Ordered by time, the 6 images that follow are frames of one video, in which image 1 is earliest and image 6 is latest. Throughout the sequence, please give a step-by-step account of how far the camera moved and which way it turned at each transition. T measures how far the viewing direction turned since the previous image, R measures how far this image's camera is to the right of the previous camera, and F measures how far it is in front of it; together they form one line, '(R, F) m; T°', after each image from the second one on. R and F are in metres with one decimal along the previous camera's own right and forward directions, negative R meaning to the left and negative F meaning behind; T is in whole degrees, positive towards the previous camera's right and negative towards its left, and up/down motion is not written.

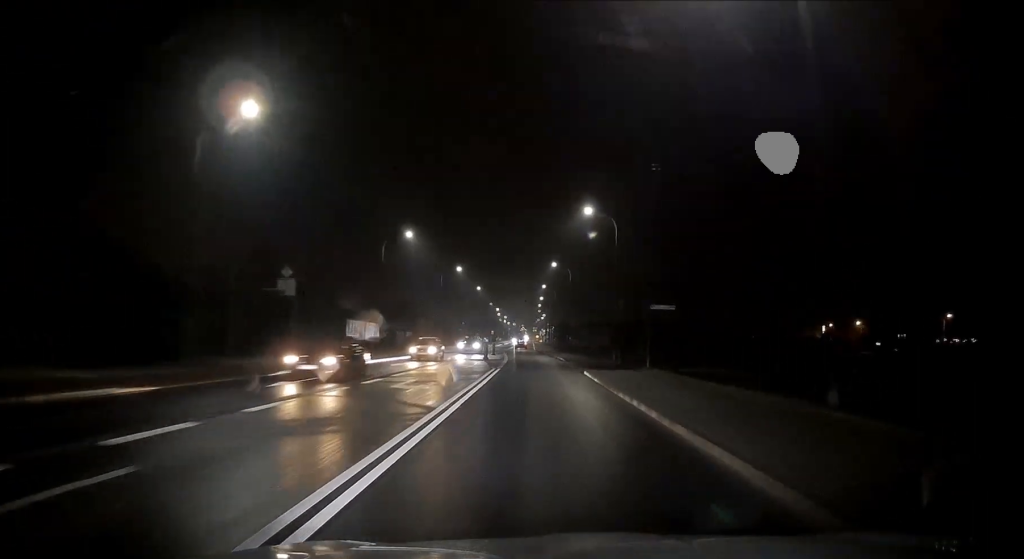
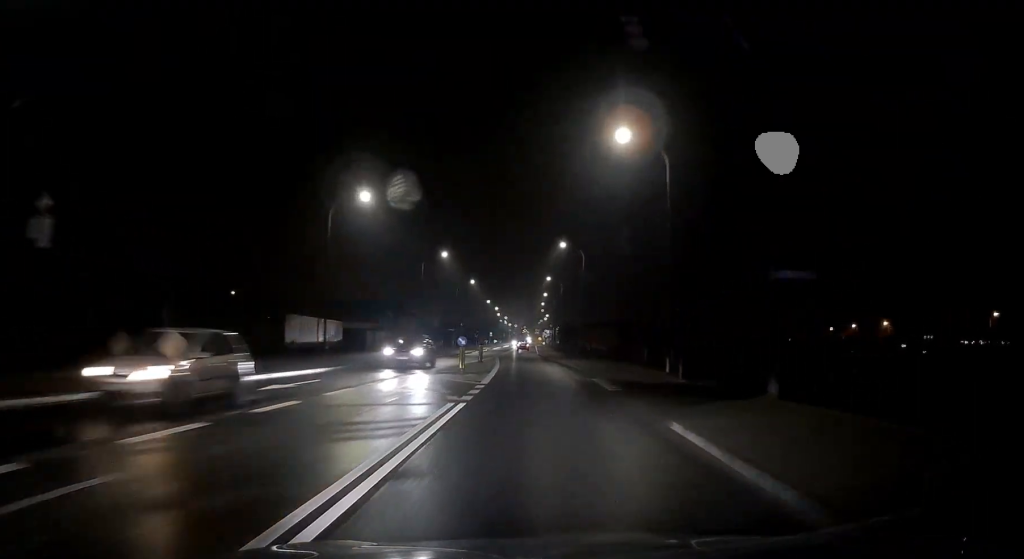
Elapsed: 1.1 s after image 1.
(+0.1, +15.9) m; 0°
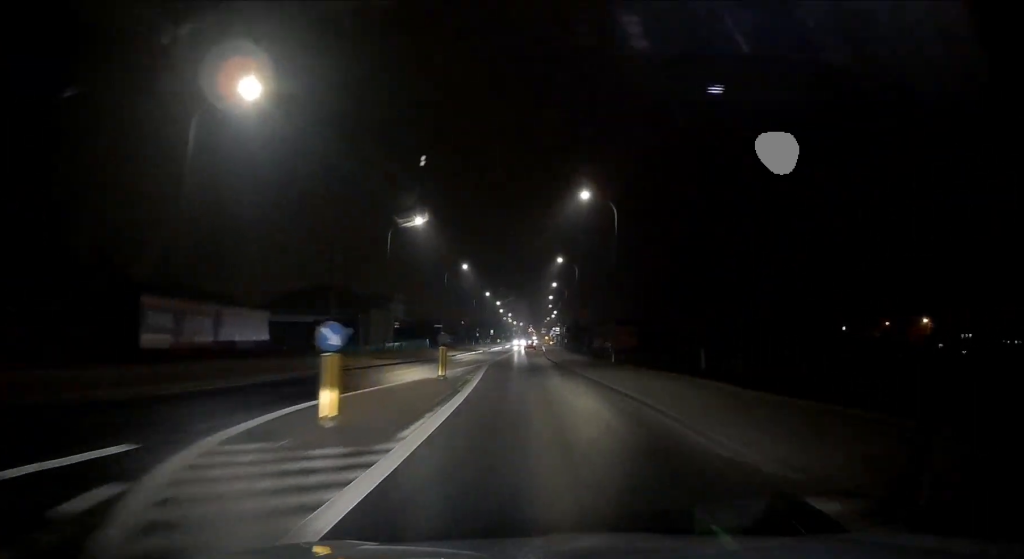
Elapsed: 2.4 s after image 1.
(-0.2, +18.6) m; -1°
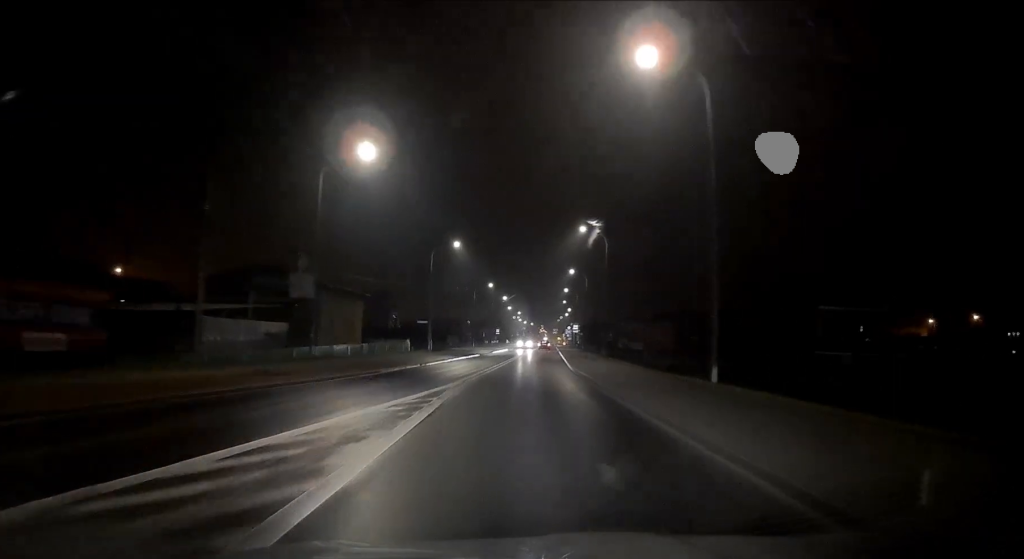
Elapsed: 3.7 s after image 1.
(0.0, +18.5) m; 0°
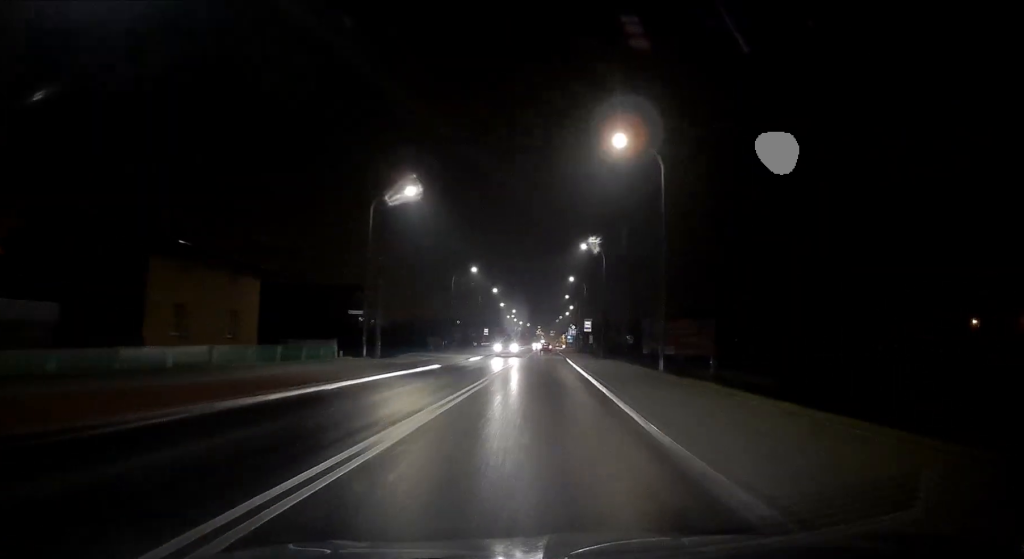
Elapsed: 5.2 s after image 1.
(-0.1, +22.0) m; 0°
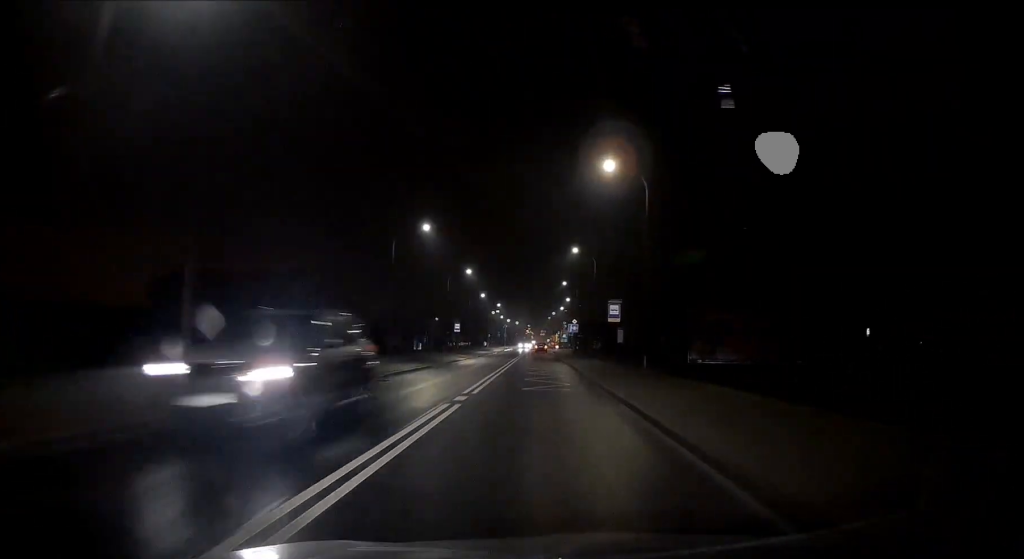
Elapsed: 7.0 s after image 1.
(0.0, +25.1) m; 0°
